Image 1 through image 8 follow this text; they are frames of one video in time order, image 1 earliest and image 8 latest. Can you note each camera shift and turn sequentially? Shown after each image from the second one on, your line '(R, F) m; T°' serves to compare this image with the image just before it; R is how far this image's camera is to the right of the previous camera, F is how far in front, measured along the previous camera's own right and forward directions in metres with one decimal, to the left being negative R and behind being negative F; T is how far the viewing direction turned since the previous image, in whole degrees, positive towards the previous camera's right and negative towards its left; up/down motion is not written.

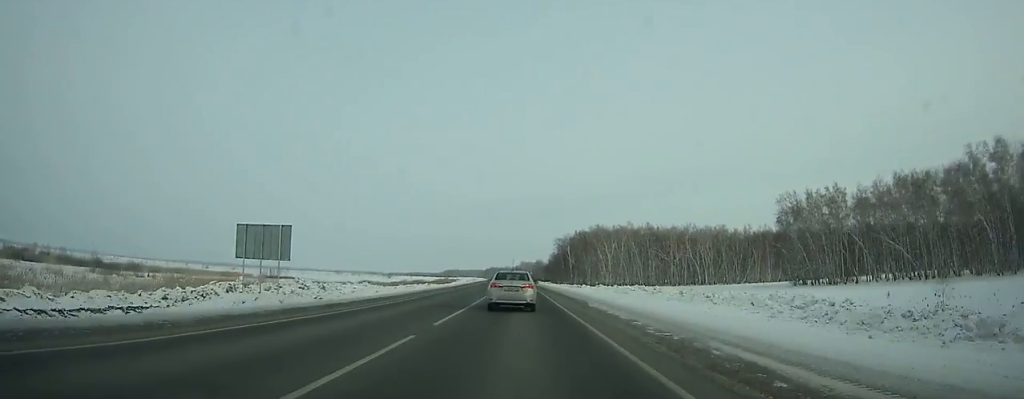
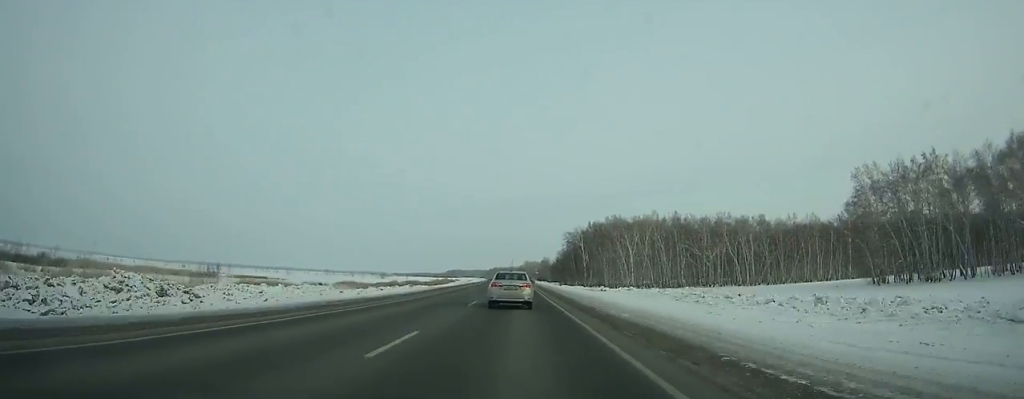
(0.0, +32.8) m; 0°
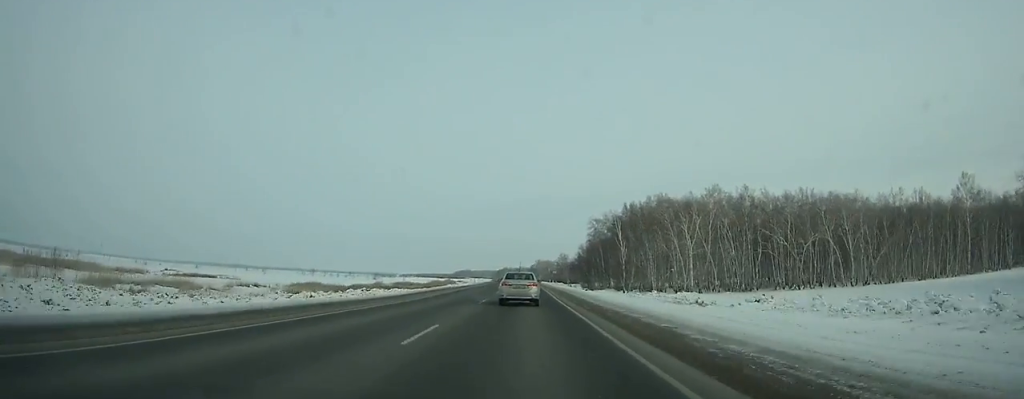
(-0.2, +47.8) m; 0°
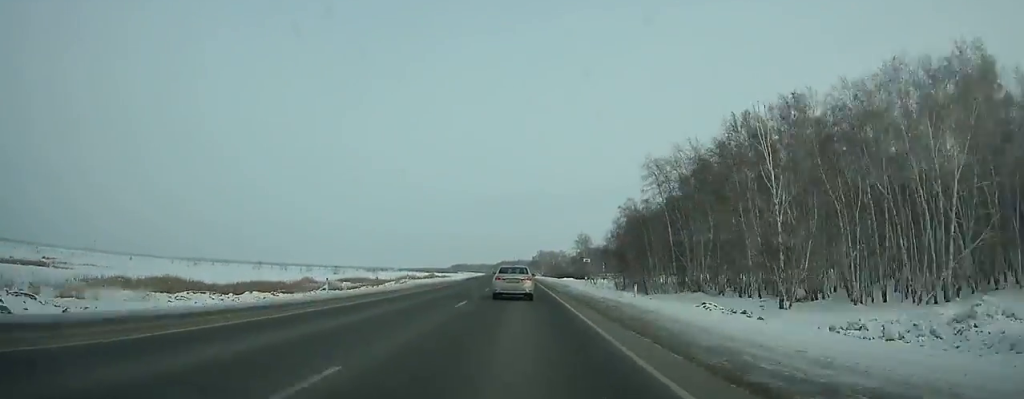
(-0.3, +71.6) m; -1°
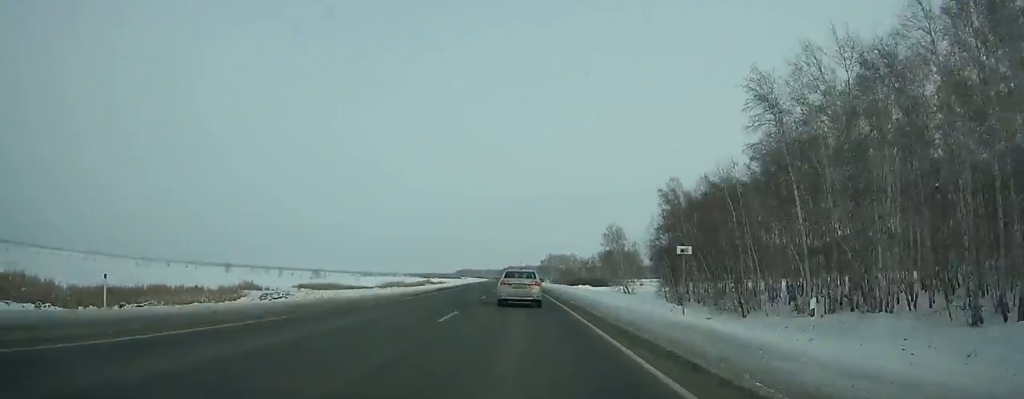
(-0.2, +35.6) m; 0°
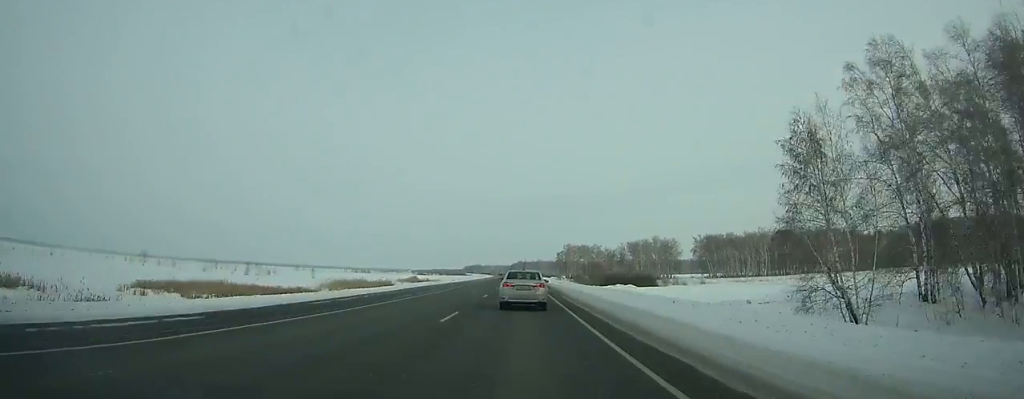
(-0.5, +65.2) m; -1°
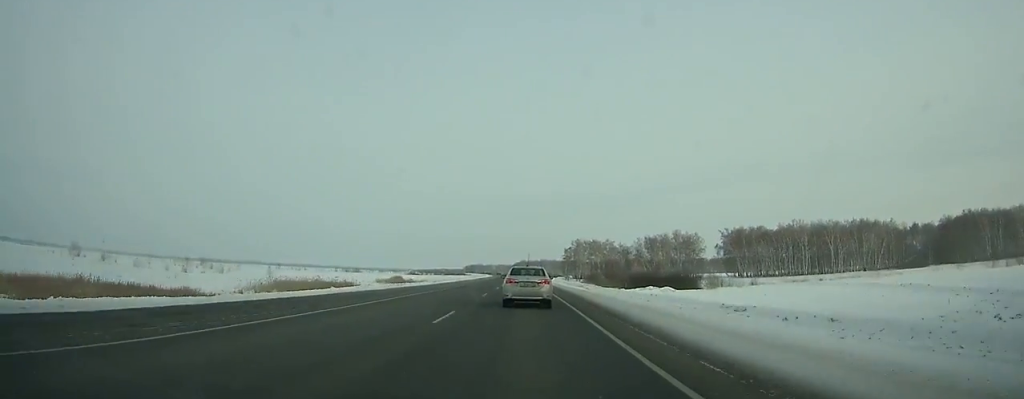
(-0.1, +33.8) m; 0°
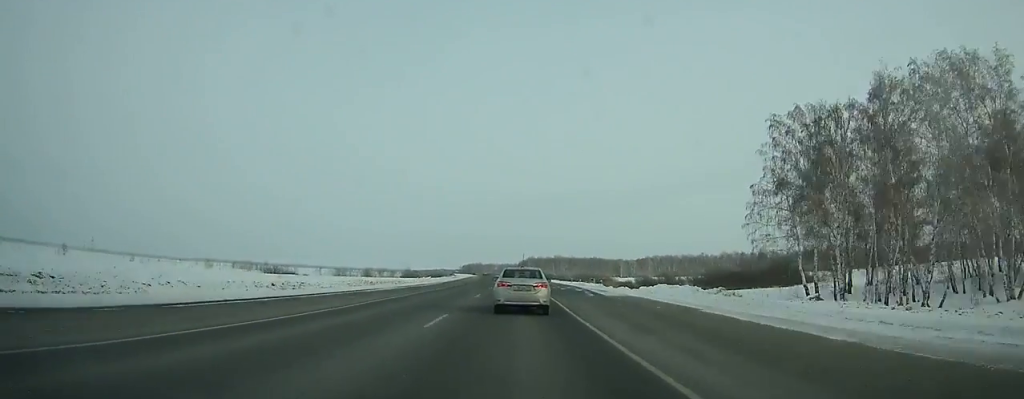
(-0.8, +192.8) m; -1°
